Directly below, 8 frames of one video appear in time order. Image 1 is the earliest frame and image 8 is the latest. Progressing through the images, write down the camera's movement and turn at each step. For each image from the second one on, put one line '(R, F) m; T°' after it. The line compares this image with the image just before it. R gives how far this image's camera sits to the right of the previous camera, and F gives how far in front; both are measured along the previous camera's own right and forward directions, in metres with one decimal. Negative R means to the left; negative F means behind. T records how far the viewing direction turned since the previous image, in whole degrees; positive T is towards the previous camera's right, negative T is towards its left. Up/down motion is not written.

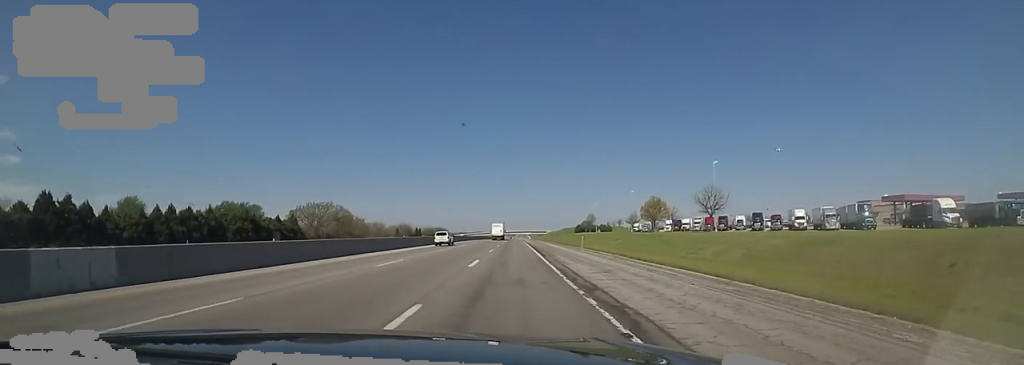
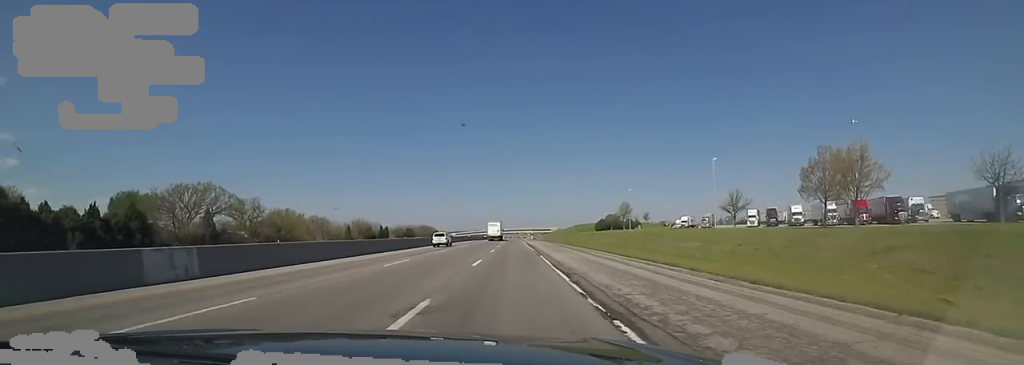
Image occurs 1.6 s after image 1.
(-0.1, +59.9) m; -2°
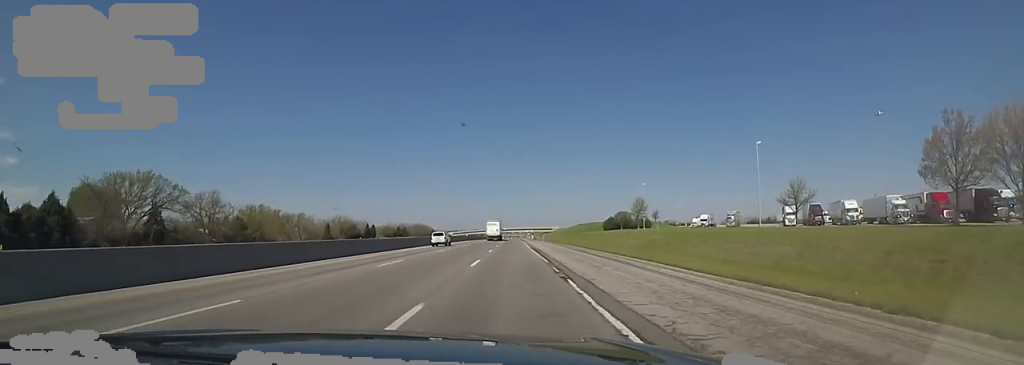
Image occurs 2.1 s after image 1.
(-0.1, +15.8) m; 0°
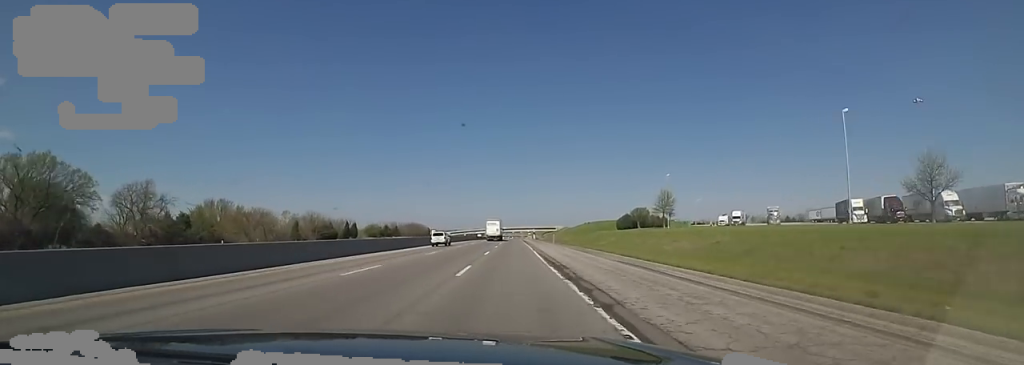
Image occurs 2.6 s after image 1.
(0.0, +19.4) m; 0°
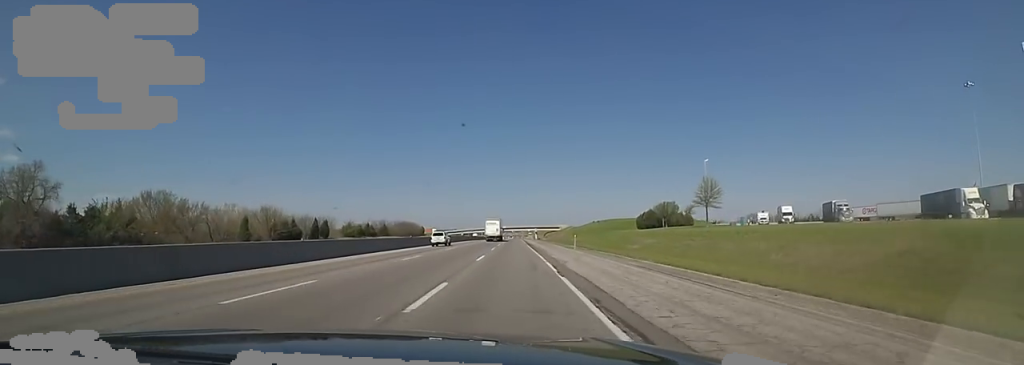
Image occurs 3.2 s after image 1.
(0.0, +21.9) m; +1°
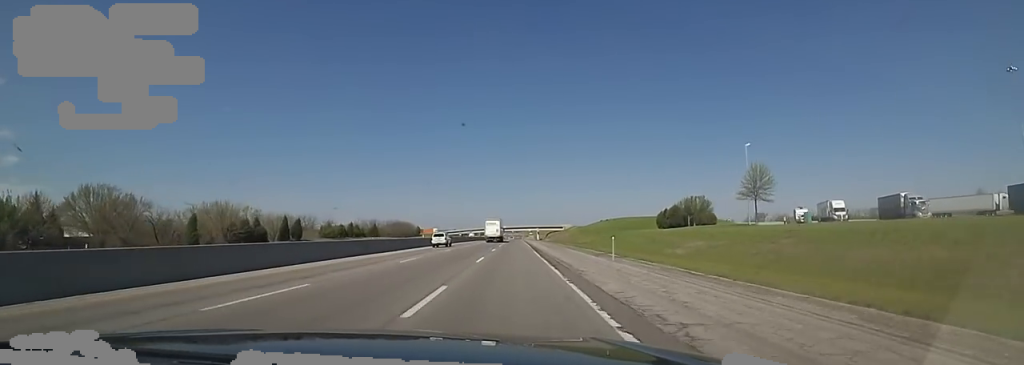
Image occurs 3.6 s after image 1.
(-0.3, +15.9) m; +1°
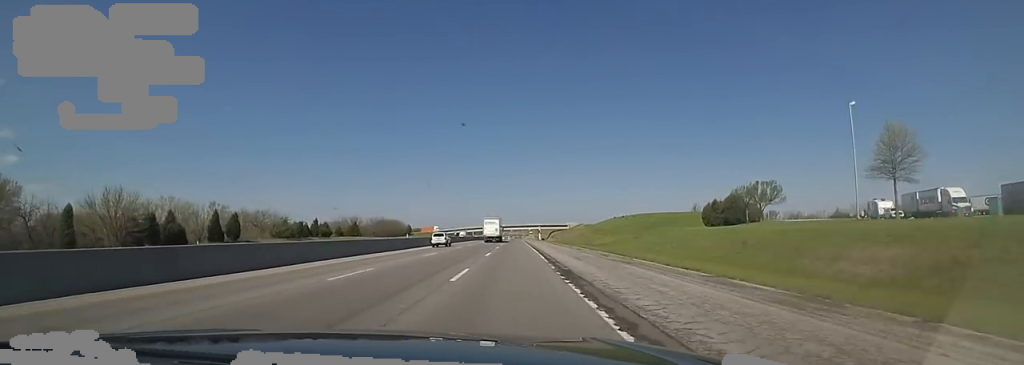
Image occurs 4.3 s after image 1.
(+0.6, +24.5) m; 0°
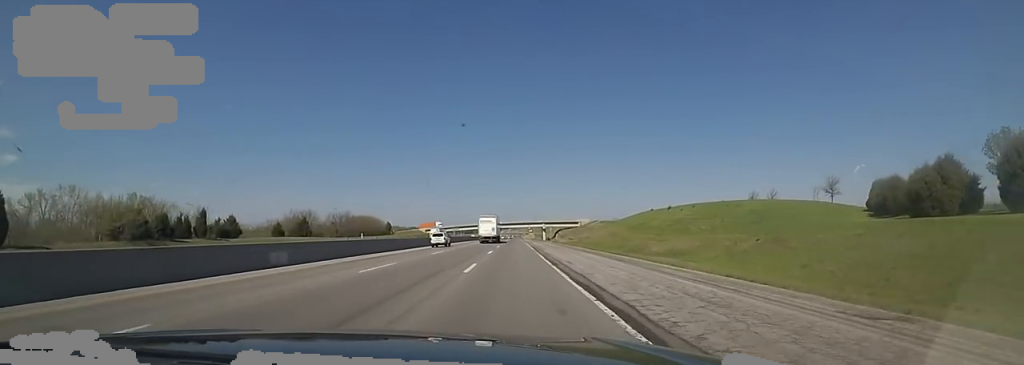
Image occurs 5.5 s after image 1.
(-0.3, +43.1) m; -2°
